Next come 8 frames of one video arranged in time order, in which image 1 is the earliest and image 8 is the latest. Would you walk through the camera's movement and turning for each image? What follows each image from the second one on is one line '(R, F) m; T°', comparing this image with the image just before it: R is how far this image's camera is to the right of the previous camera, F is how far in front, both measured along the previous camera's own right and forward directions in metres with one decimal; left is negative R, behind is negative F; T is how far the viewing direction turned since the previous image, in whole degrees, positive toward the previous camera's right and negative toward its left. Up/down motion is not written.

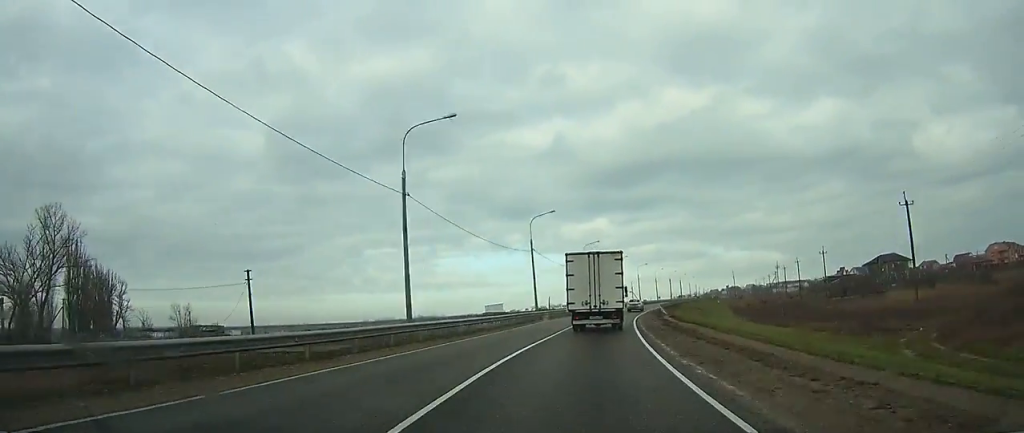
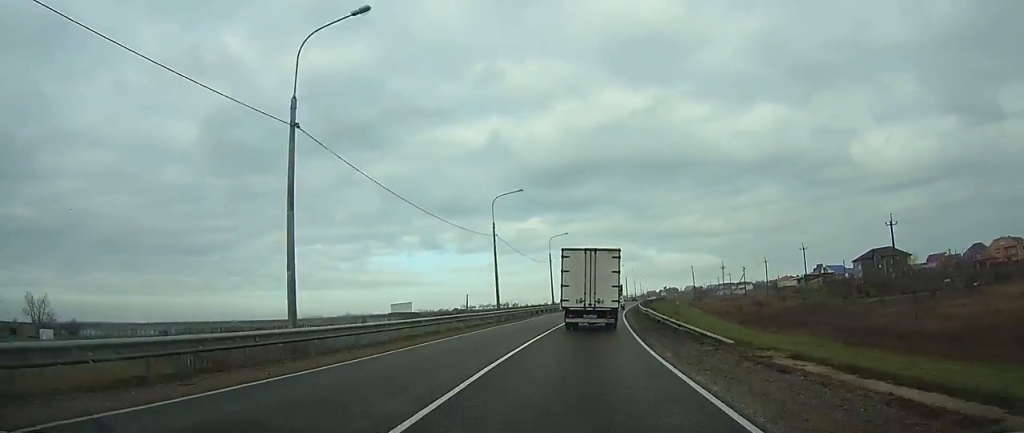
(+2.3, +40.1) m; +5°
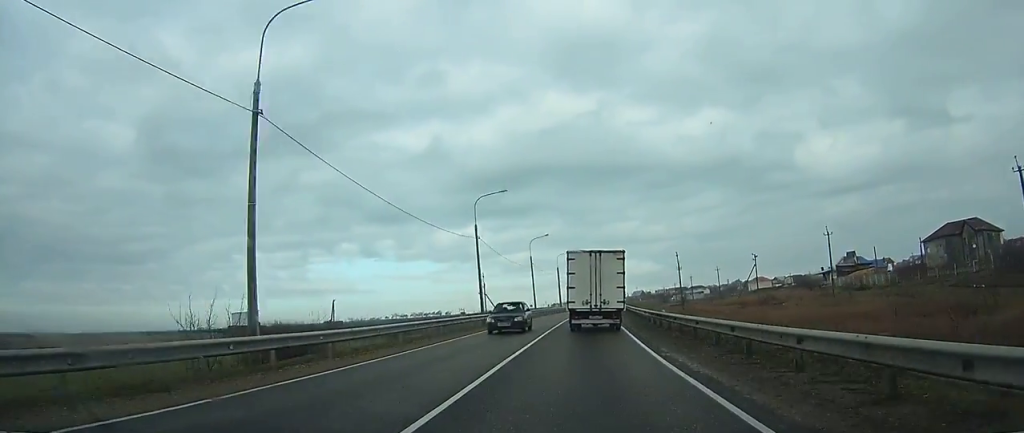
(+3.4, +63.6) m; +6°
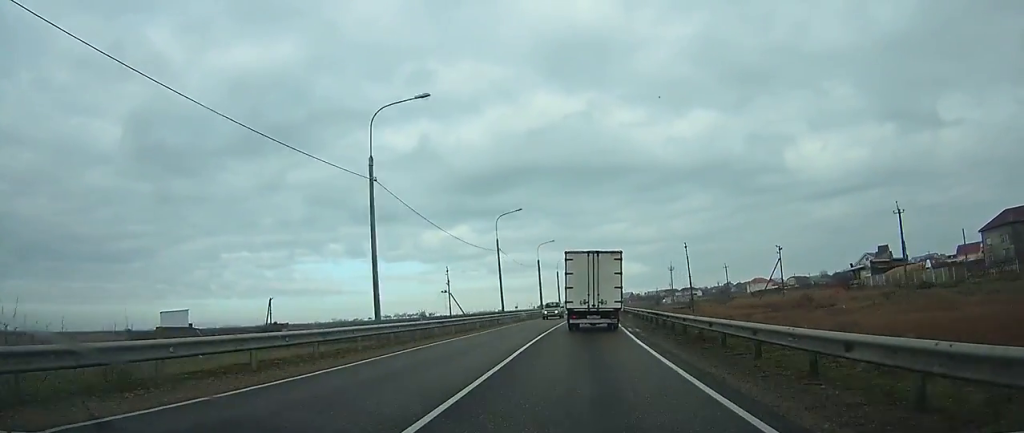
(+0.4, +21.6) m; +1°
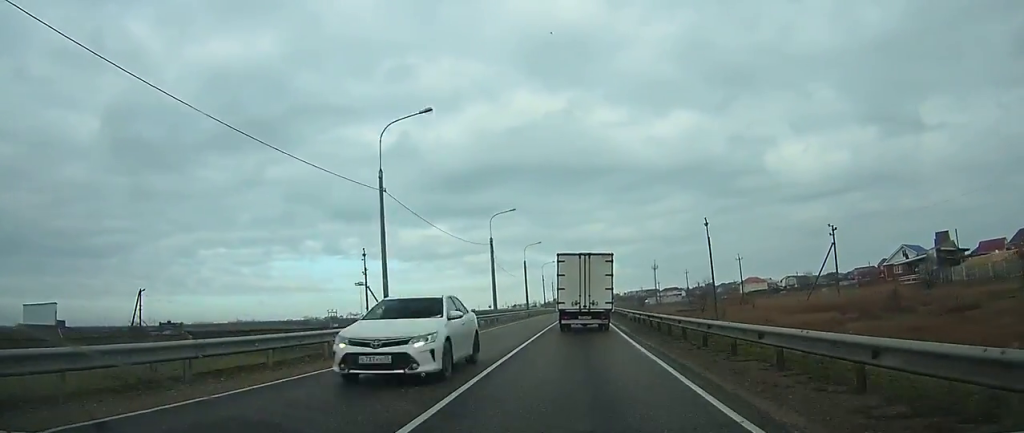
(+0.5, +28.8) m; +1°
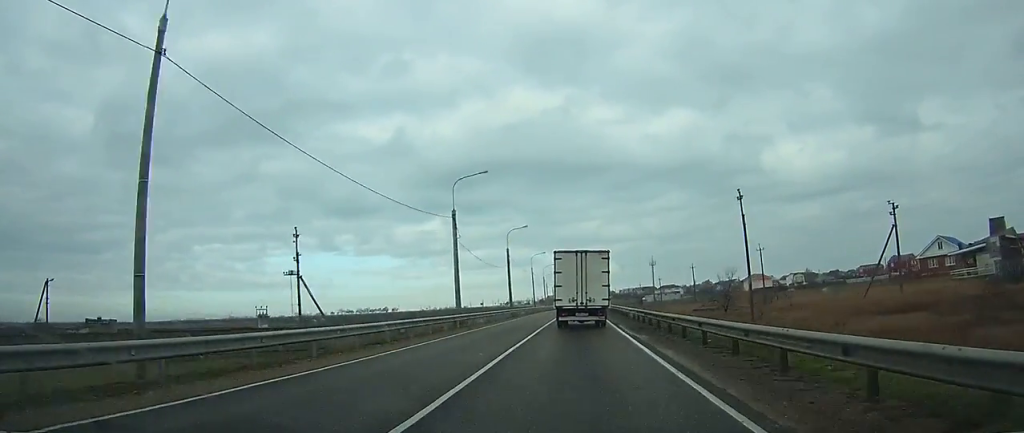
(+0.1, +15.6) m; +1°
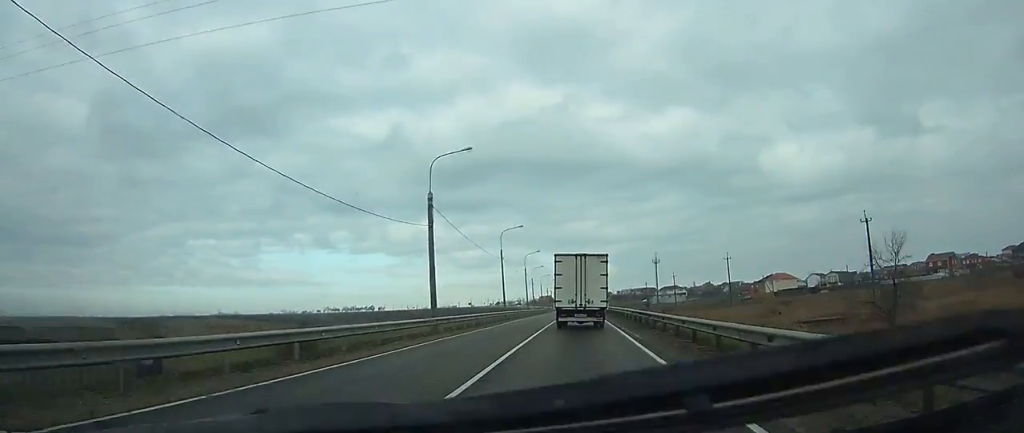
(+0.2, +37.3) m; +1°
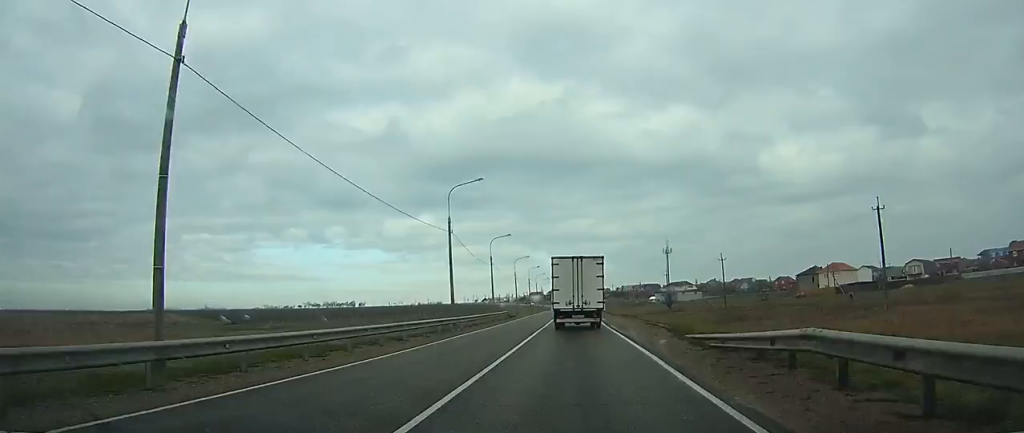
(+0.4, +56.6) m; 0°
